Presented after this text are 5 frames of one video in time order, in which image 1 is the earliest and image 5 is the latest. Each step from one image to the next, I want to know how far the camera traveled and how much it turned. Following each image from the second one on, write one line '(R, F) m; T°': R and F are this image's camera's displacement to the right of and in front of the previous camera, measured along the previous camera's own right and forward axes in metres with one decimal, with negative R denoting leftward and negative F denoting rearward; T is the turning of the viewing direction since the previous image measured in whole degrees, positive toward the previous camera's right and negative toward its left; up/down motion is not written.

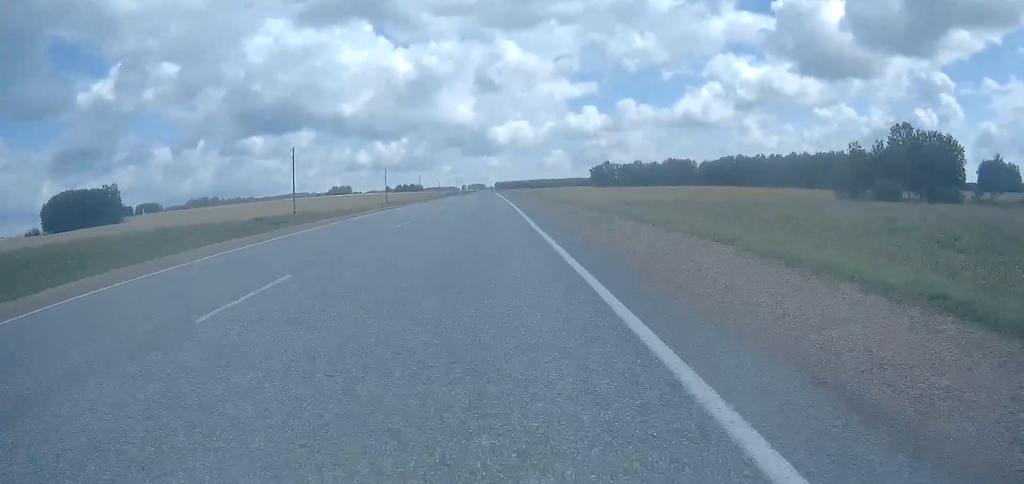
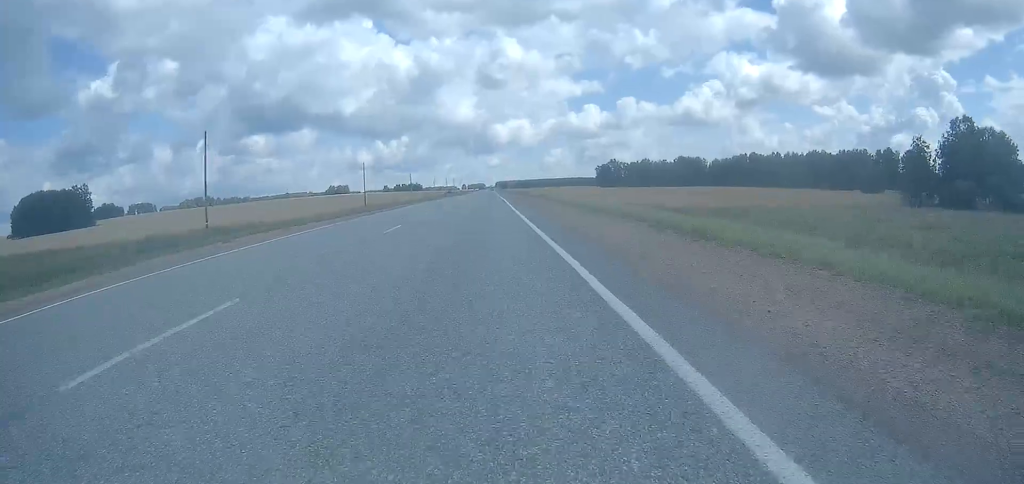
(-0.1, +26.0) m; 0°
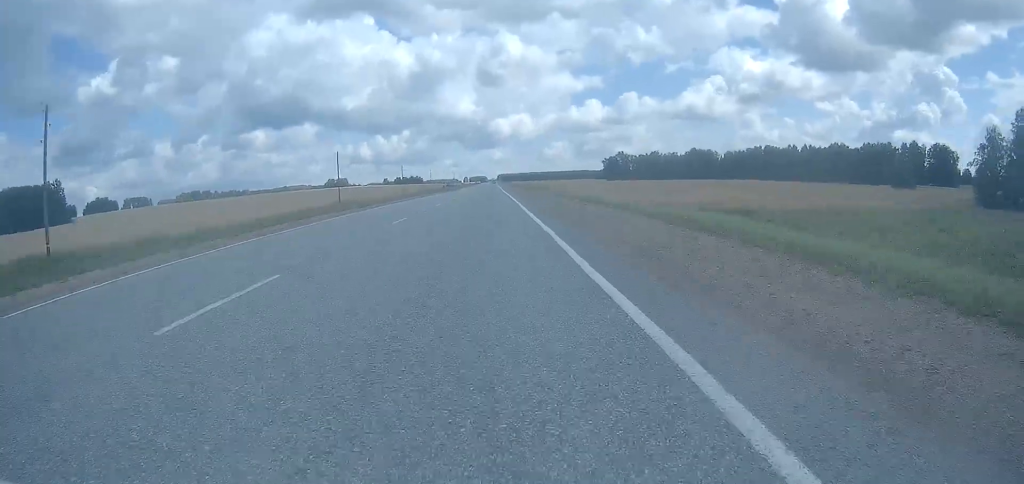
(0.0, +22.8) m; 0°
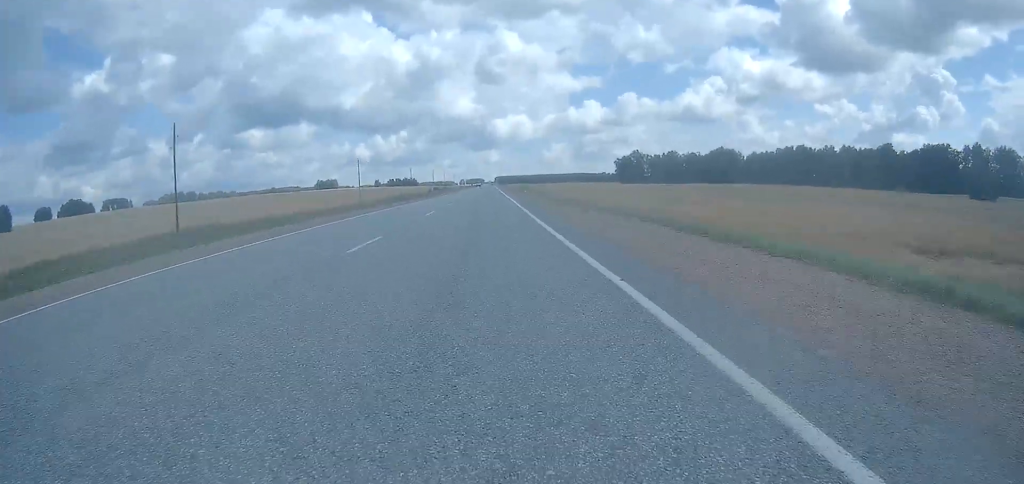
(+0.2, +53.6) m; 0°
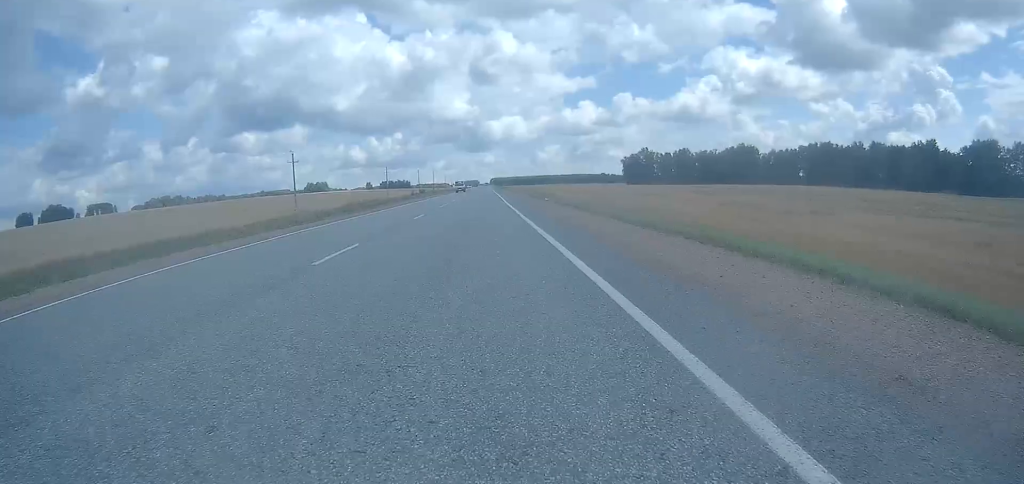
(-0.1, +36.9) m; 0°
